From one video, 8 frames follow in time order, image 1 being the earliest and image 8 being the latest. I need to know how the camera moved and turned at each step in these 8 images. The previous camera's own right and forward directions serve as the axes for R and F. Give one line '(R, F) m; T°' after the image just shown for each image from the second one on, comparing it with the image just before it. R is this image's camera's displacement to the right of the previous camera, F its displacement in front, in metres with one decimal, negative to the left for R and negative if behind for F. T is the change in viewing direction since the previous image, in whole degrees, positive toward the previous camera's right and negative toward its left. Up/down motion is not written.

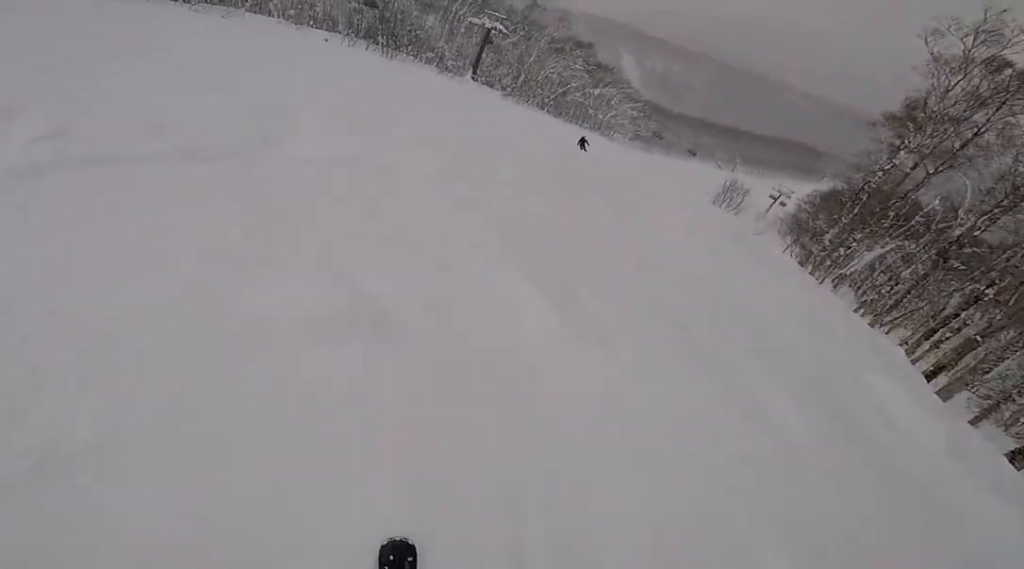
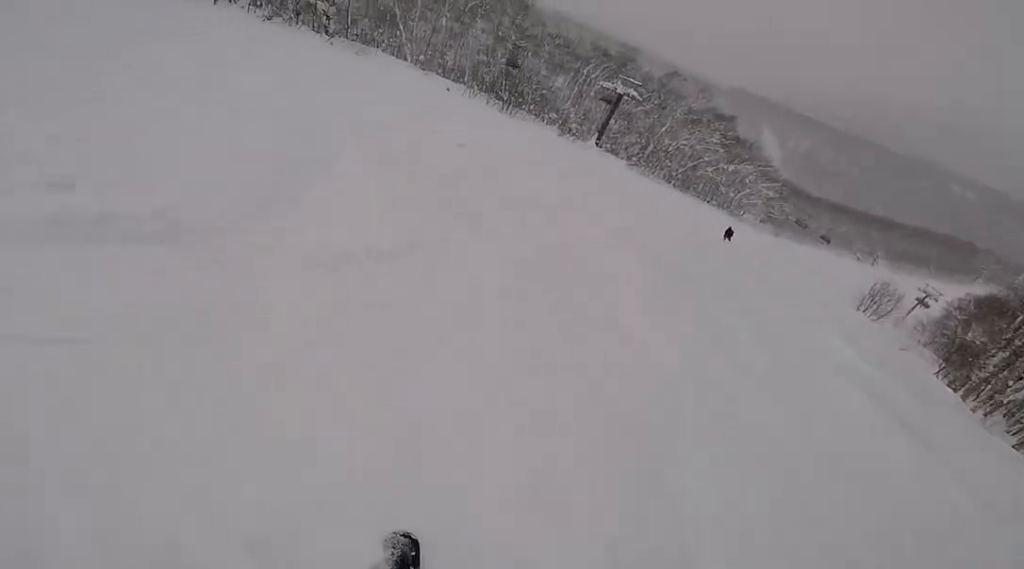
(-0.1, +1.8) m; -13°
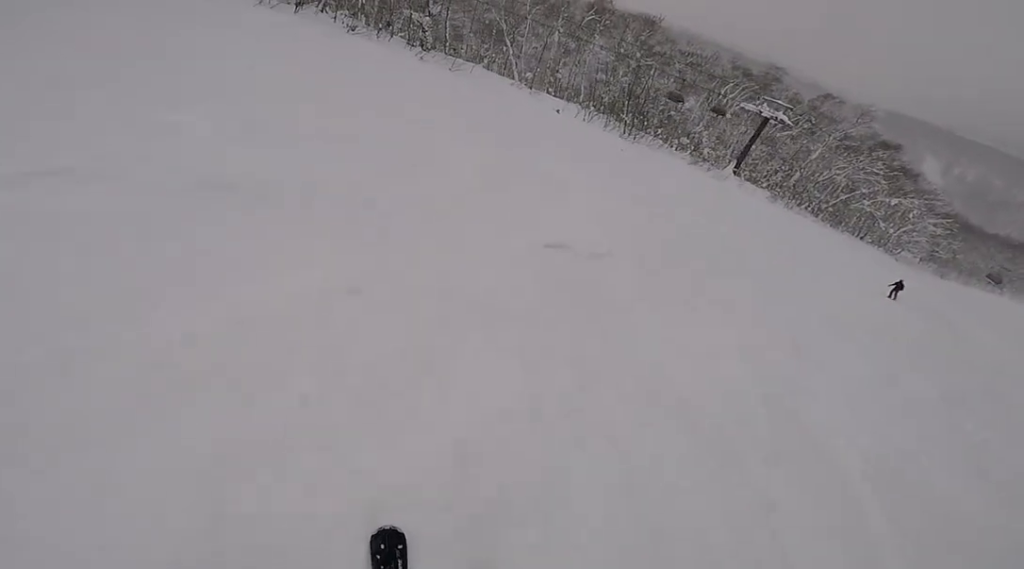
(-0.8, +4.7) m; -9°
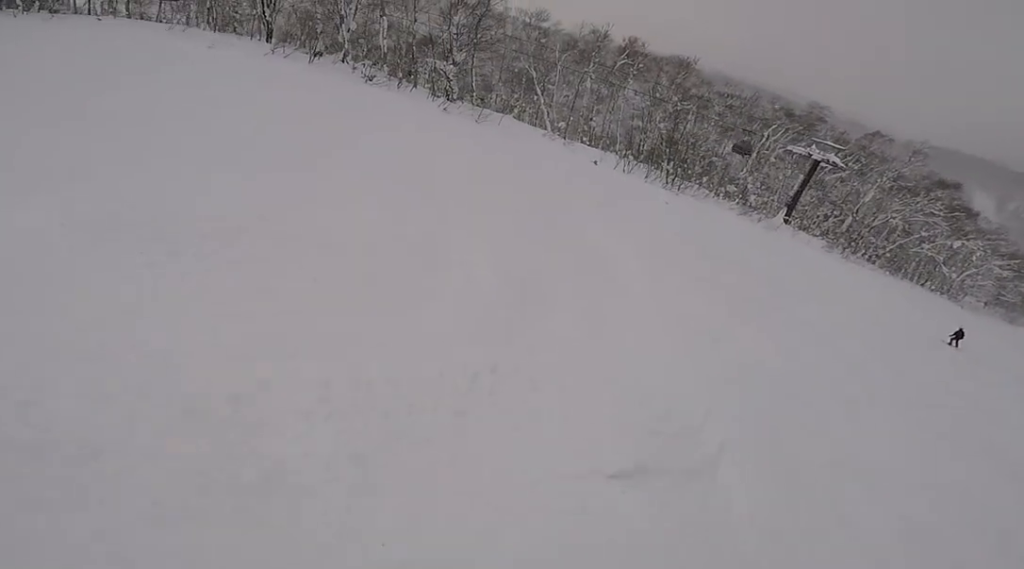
(0.0, +2.5) m; -1°
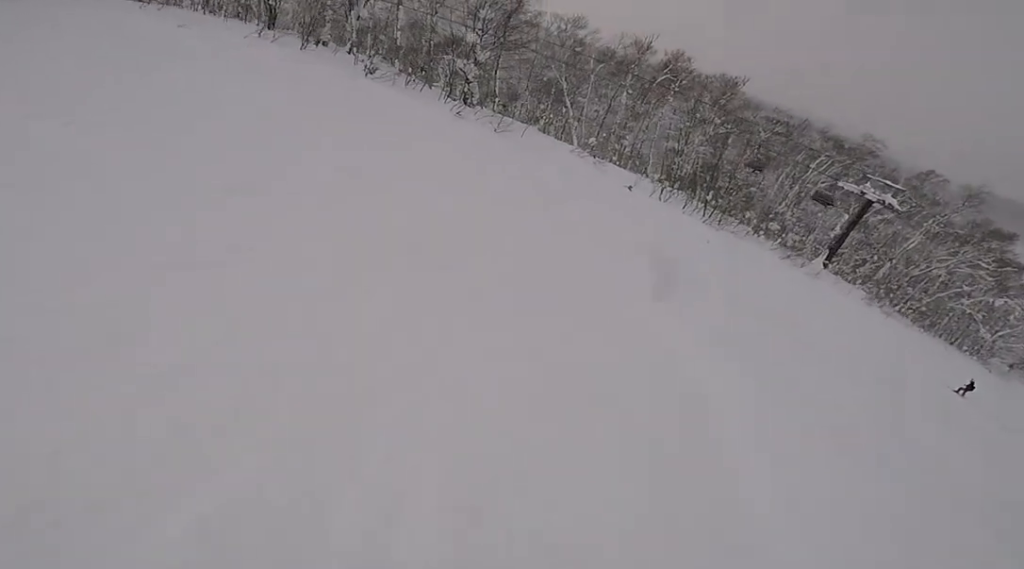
(0.0, +3.7) m; -4°
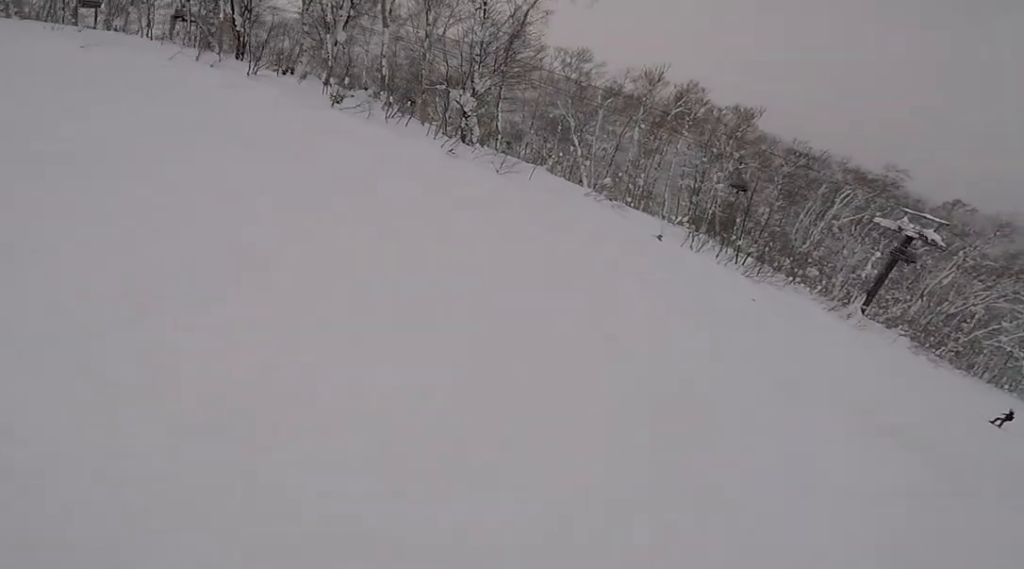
(-0.2, +4.1) m; -7°
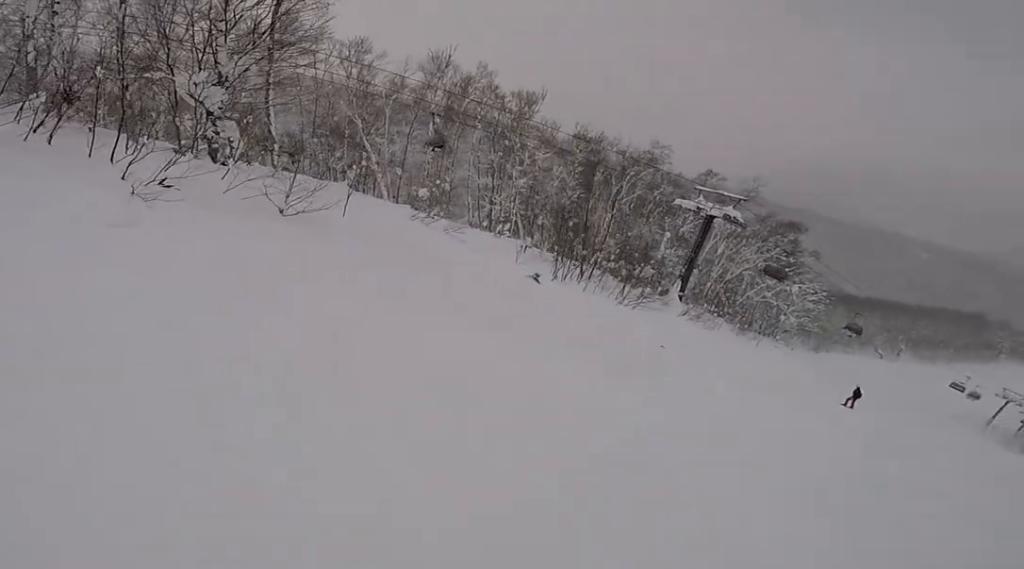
(-0.4, +7.4) m; -2°
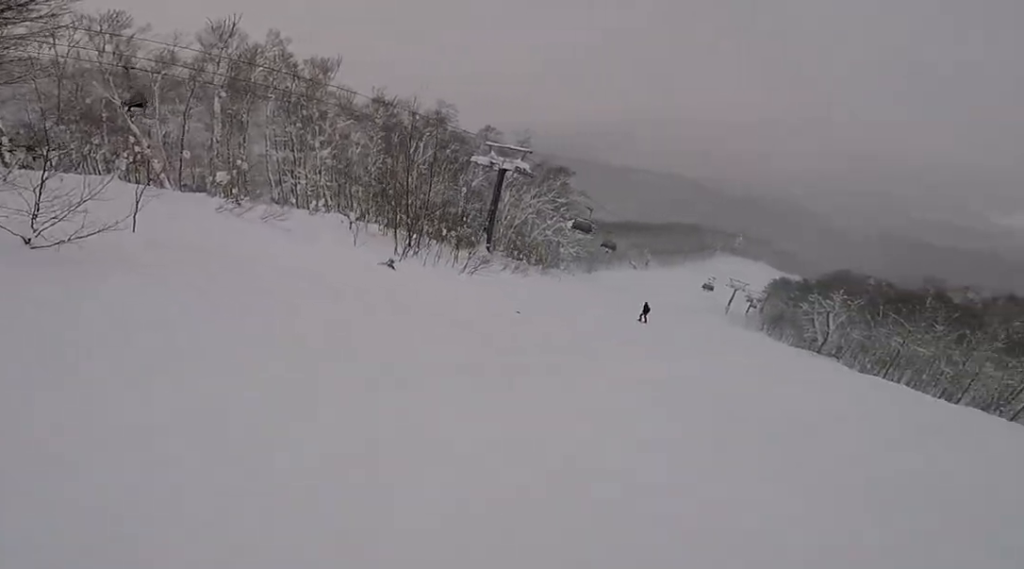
(+0.2, +2.2) m; +28°
